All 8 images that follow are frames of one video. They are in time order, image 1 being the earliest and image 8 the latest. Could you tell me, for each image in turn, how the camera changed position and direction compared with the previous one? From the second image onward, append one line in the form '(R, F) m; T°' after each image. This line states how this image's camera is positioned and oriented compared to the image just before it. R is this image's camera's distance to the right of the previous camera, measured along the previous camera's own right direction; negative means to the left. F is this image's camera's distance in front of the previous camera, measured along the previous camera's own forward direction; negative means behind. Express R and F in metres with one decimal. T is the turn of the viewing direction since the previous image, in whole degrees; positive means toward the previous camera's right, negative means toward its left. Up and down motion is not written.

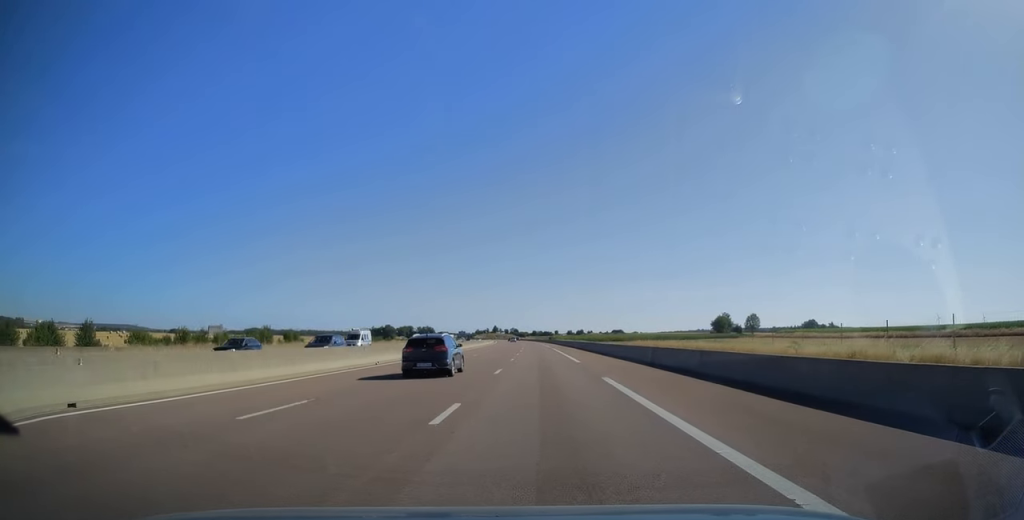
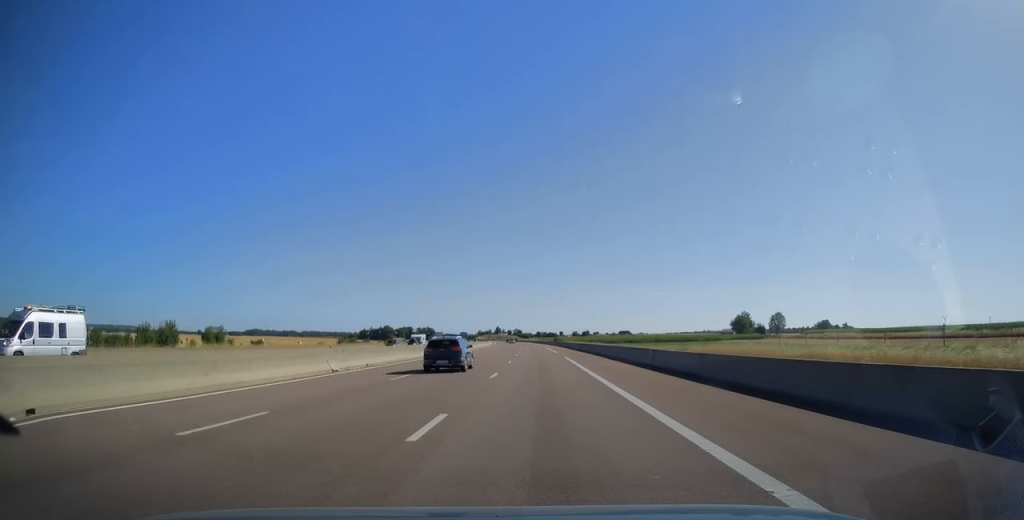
(-0.1, +27.9) m; 0°
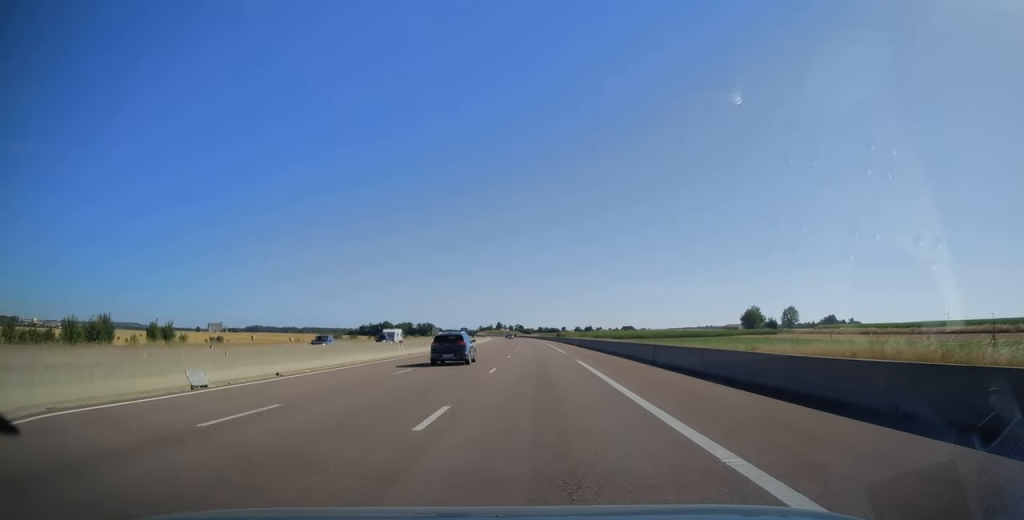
(0.0, +12.7) m; 0°
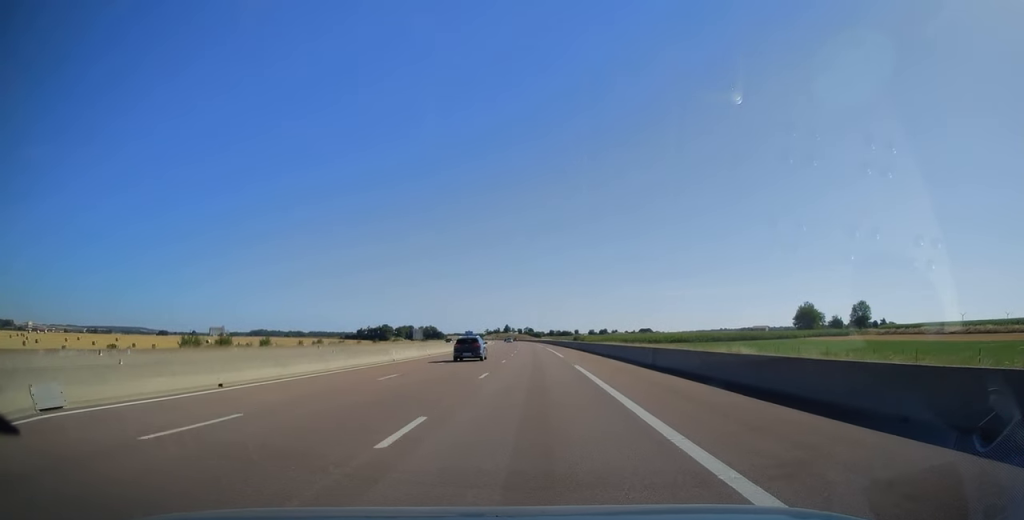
(-0.5, +54.2) m; -1°
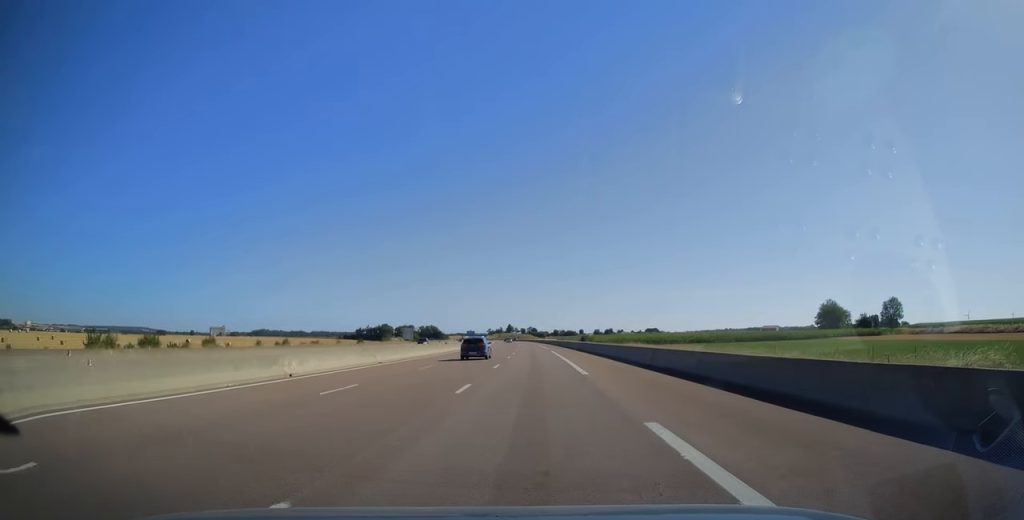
(+0.2, +18.7) m; 0°
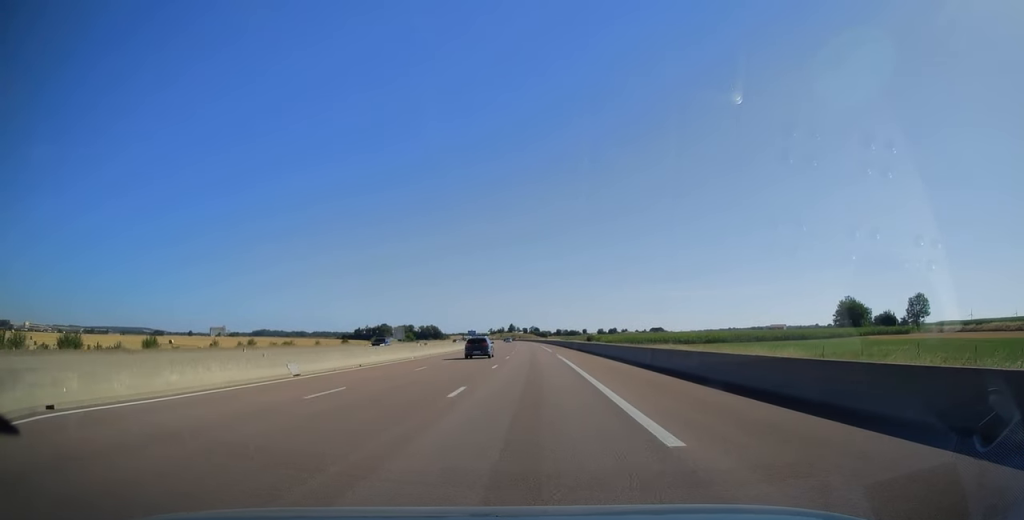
(-0.1, +14.2) m; 0°
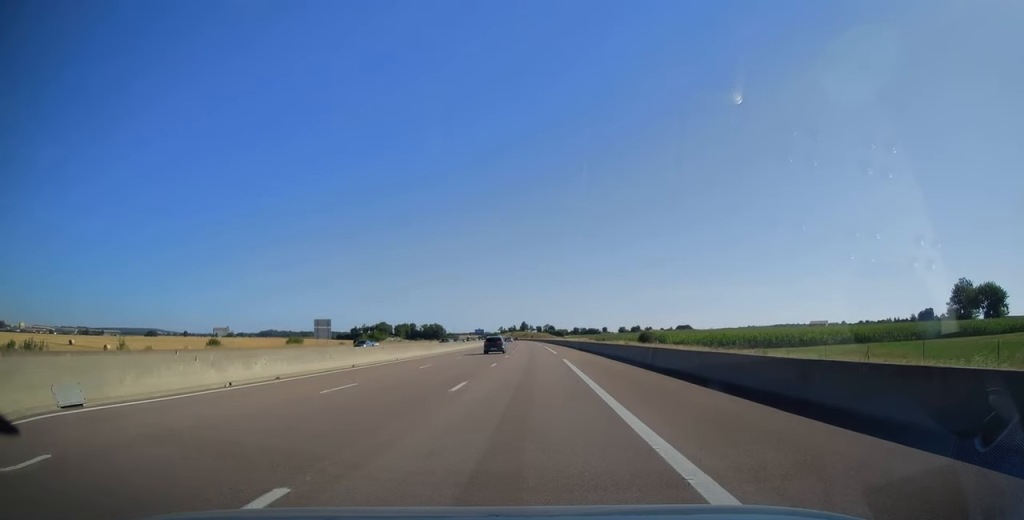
(-0.9, +64.9) m; -2°
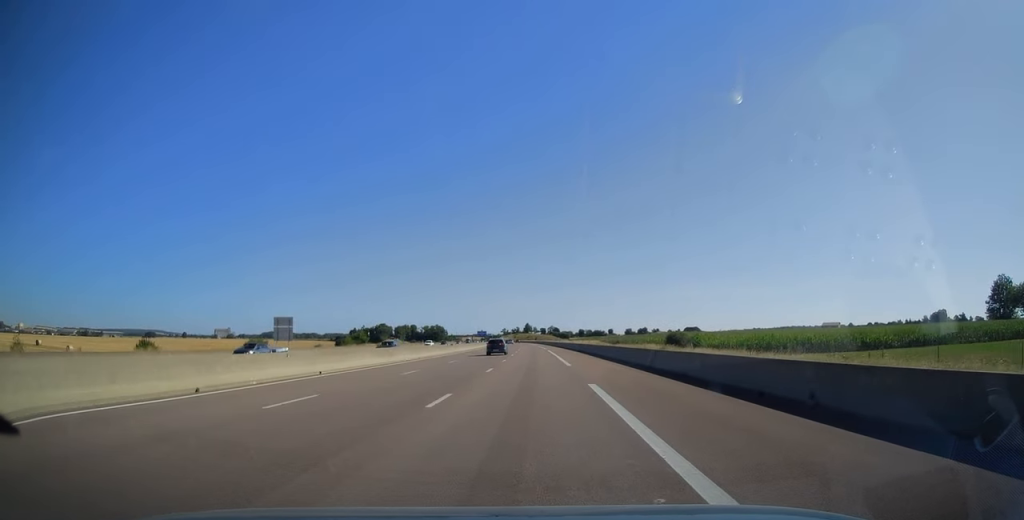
(0.0, +16.7) m; 0°
